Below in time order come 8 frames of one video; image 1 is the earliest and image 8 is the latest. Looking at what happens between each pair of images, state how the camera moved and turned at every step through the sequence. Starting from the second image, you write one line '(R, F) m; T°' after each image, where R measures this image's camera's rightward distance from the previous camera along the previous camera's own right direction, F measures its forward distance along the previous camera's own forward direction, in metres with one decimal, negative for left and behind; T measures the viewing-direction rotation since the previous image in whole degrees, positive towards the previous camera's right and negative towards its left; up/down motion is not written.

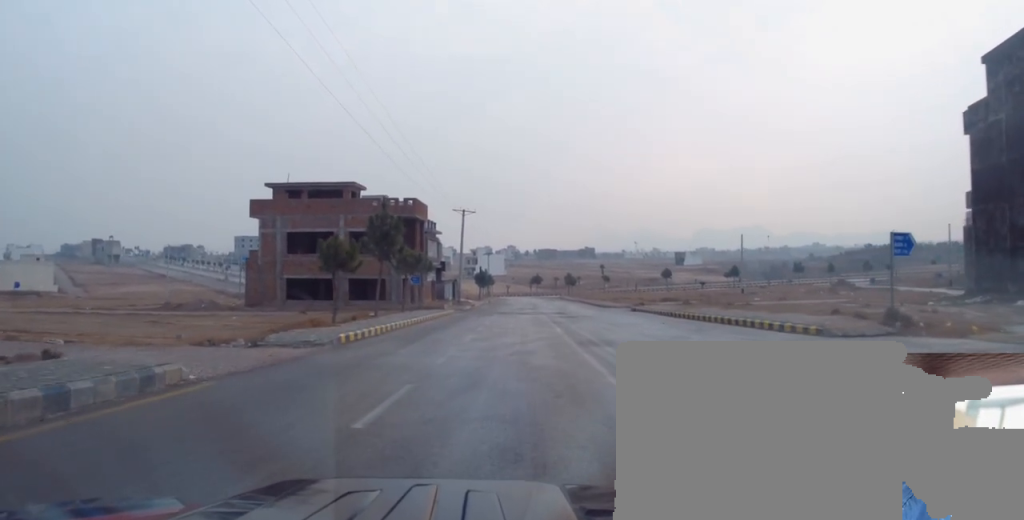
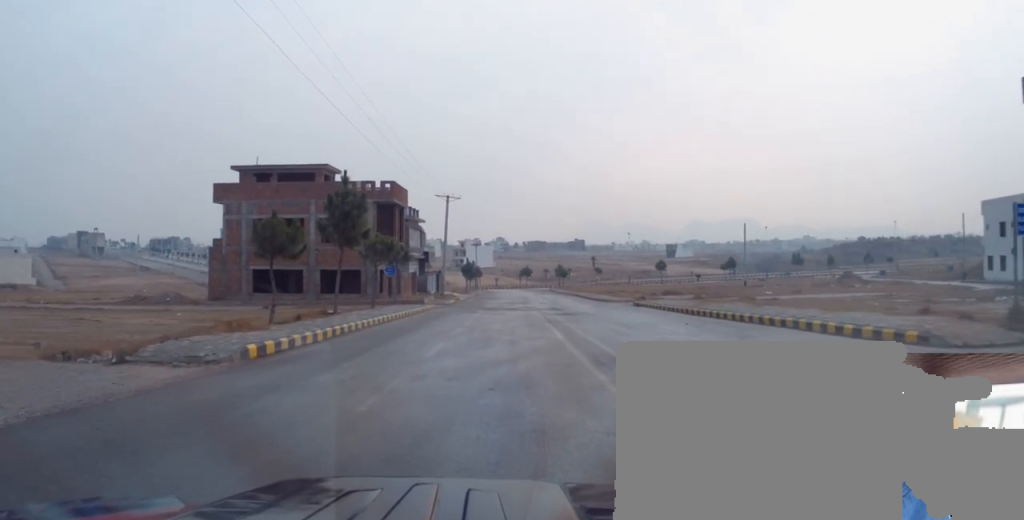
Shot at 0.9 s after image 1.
(-0.2, +5.6) m; -1°
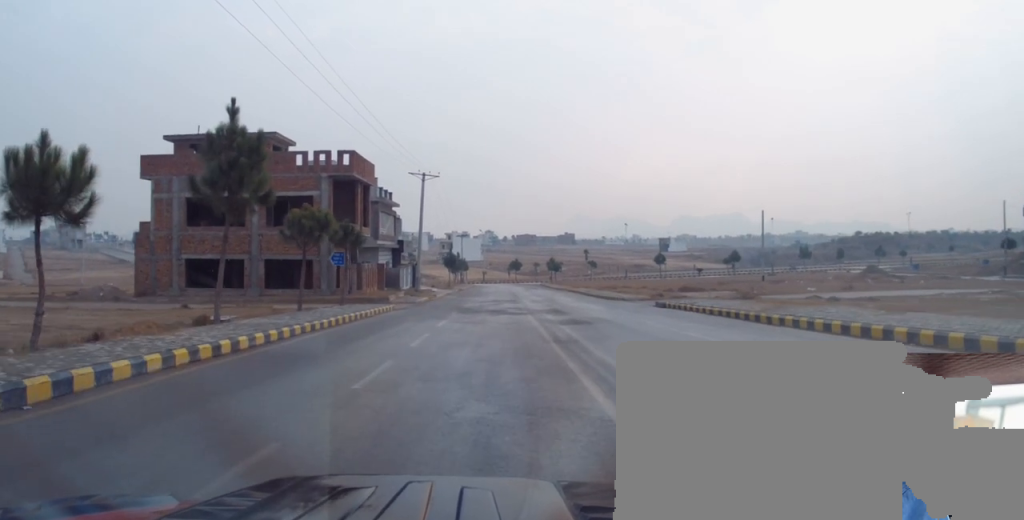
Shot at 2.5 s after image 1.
(-0.2, +10.3) m; -1°
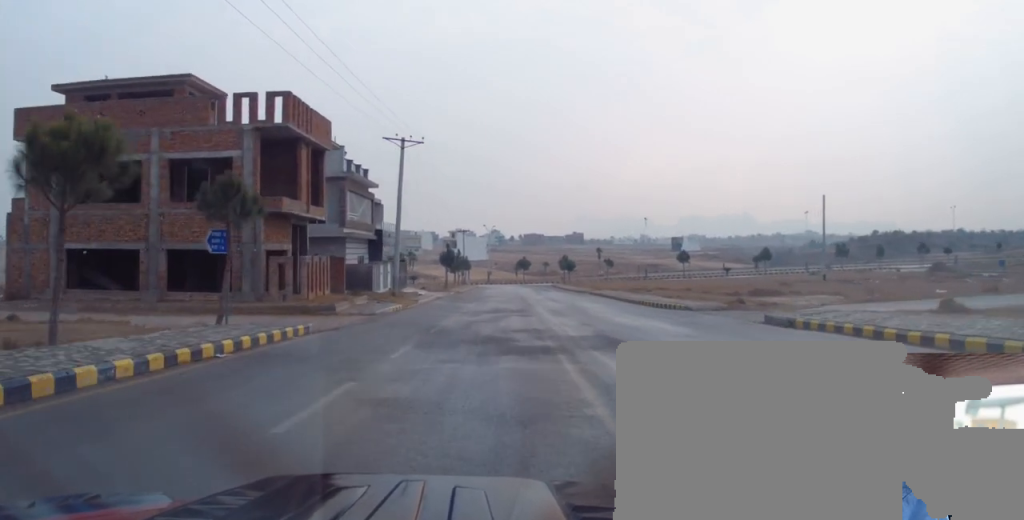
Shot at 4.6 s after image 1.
(+0.7, +14.4) m; +3°
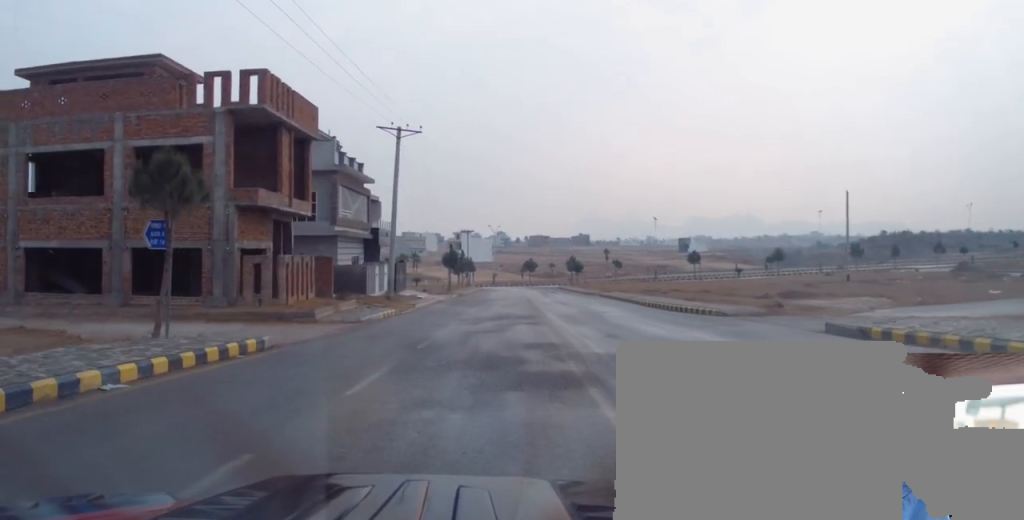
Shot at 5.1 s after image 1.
(0.0, +3.6) m; -2°
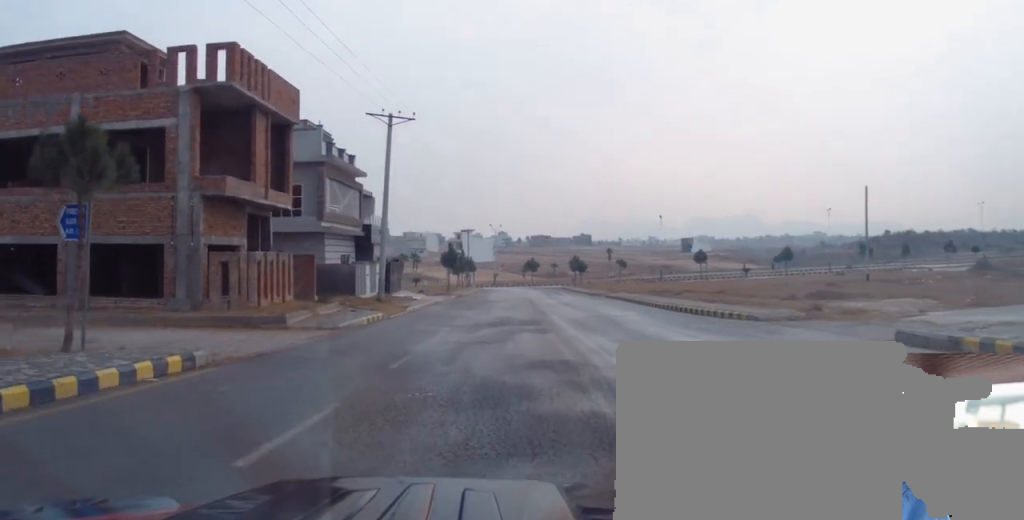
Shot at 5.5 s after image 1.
(+0.1, +3.2) m; -2°
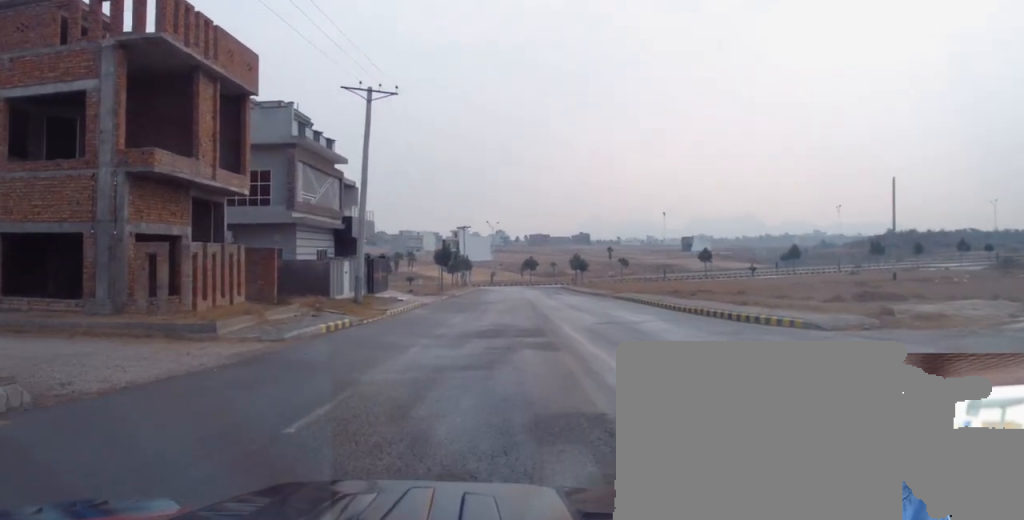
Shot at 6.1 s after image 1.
(-0.3, +4.8) m; +1°
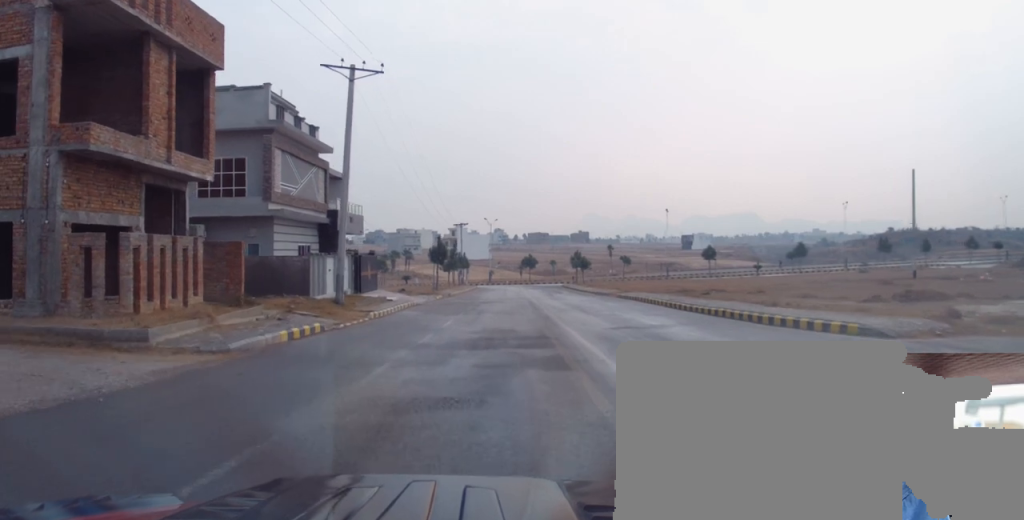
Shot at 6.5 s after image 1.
(-0.3, +3.2) m; +1°
